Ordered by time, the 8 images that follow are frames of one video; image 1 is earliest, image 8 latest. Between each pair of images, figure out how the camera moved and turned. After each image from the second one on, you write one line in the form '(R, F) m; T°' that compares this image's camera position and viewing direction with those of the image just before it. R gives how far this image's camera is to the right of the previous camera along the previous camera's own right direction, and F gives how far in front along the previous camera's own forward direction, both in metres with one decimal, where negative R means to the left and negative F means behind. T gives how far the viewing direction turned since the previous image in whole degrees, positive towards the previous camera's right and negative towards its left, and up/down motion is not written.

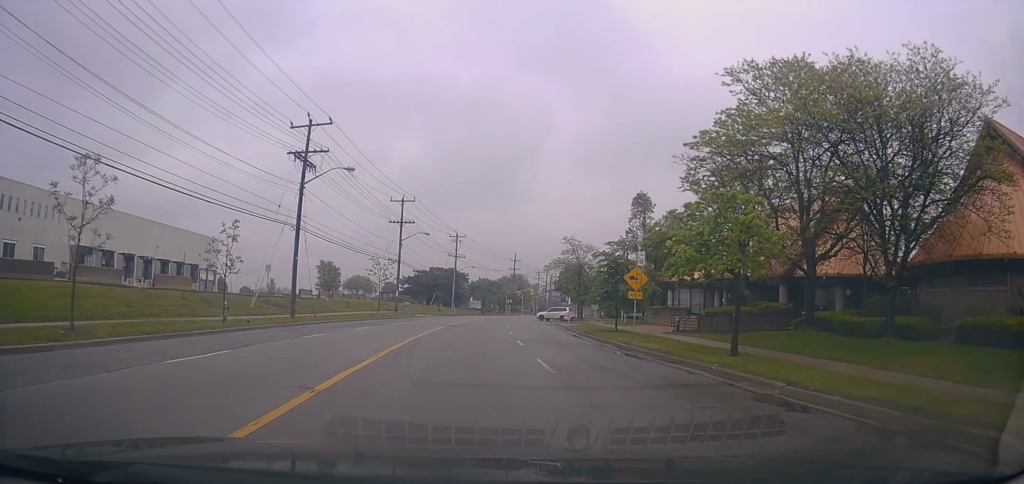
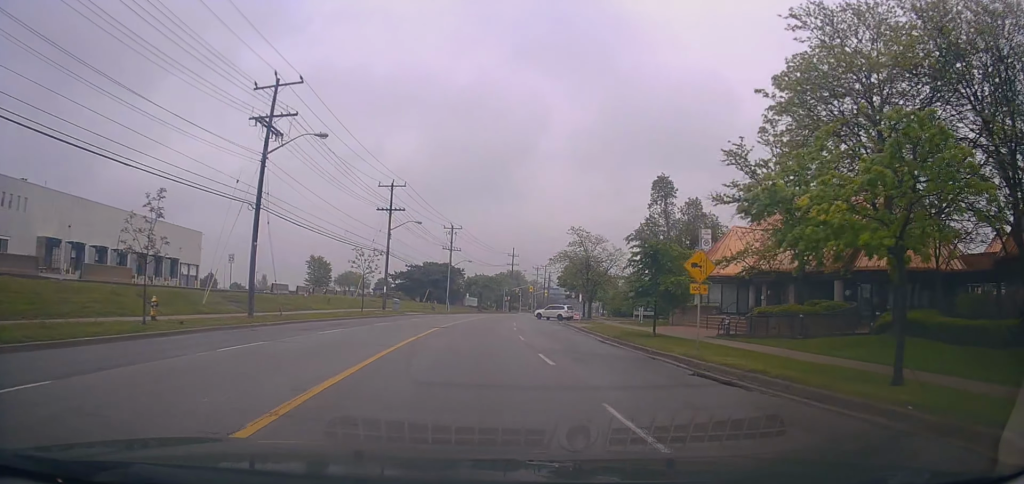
(+0.1, +6.8) m; +1°
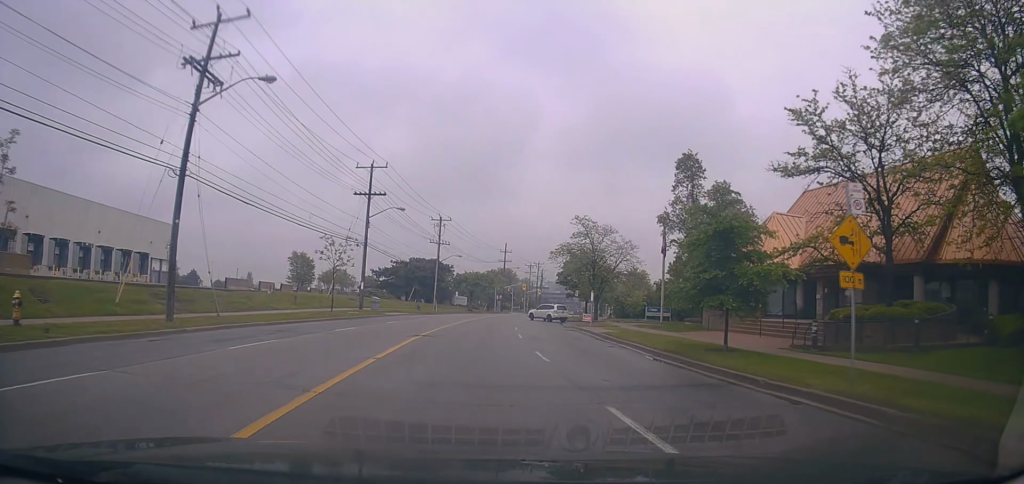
(0.0, +7.4) m; 0°
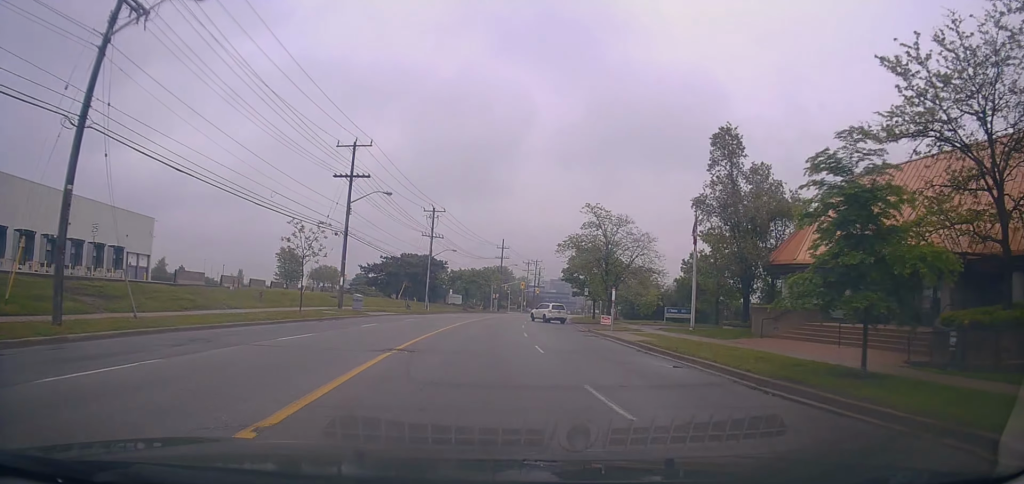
(0.0, +7.2) m; 0°
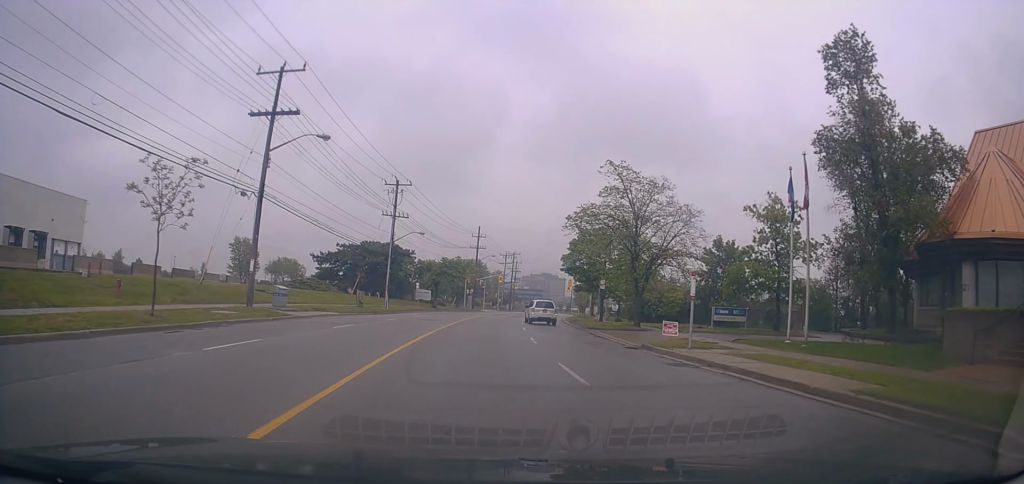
(0.0, +14.1) m; +1°
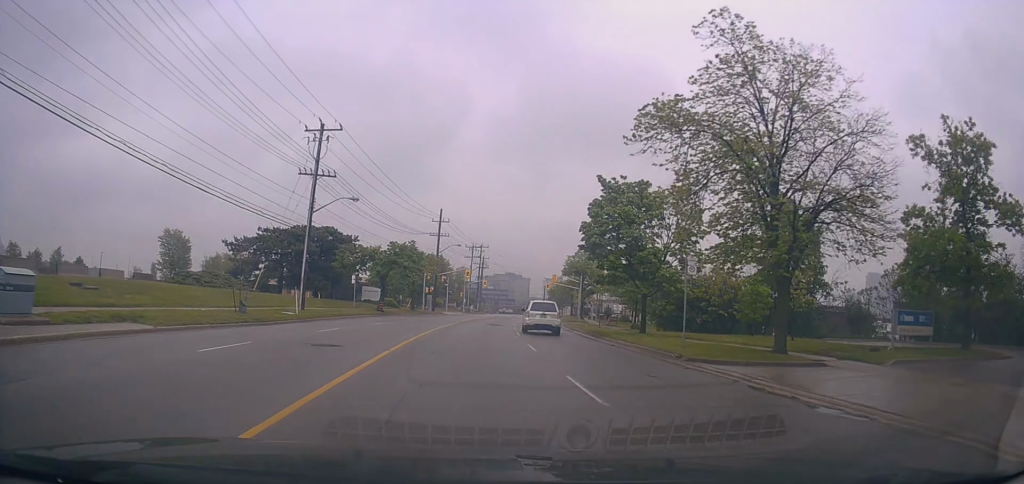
(+0.6, +19.6) m; +7°
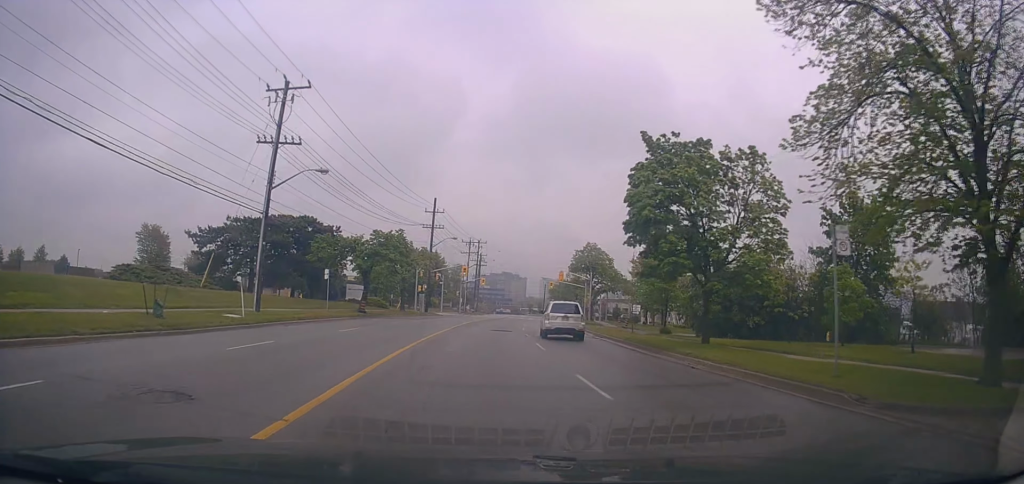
(+0.3, +8.2) m; +2°
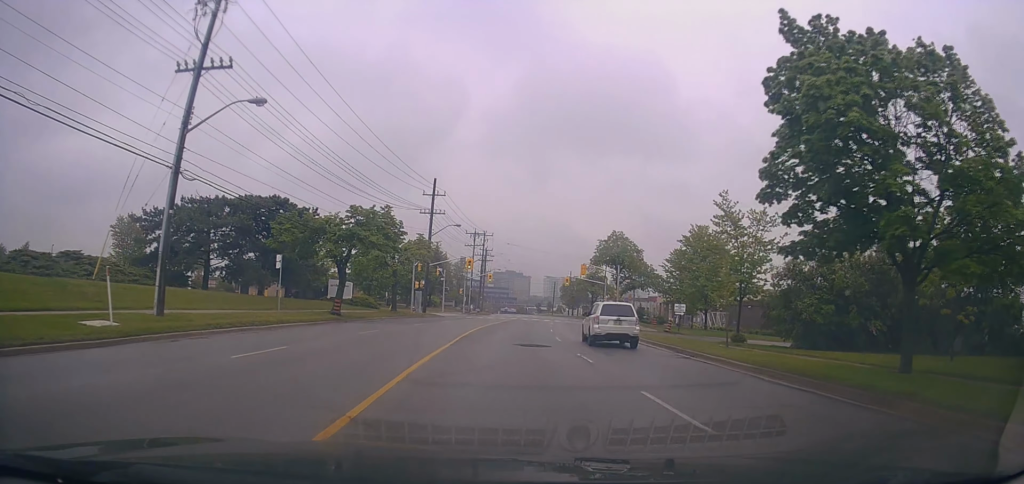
(+0.8, +10.4) m; 0°
